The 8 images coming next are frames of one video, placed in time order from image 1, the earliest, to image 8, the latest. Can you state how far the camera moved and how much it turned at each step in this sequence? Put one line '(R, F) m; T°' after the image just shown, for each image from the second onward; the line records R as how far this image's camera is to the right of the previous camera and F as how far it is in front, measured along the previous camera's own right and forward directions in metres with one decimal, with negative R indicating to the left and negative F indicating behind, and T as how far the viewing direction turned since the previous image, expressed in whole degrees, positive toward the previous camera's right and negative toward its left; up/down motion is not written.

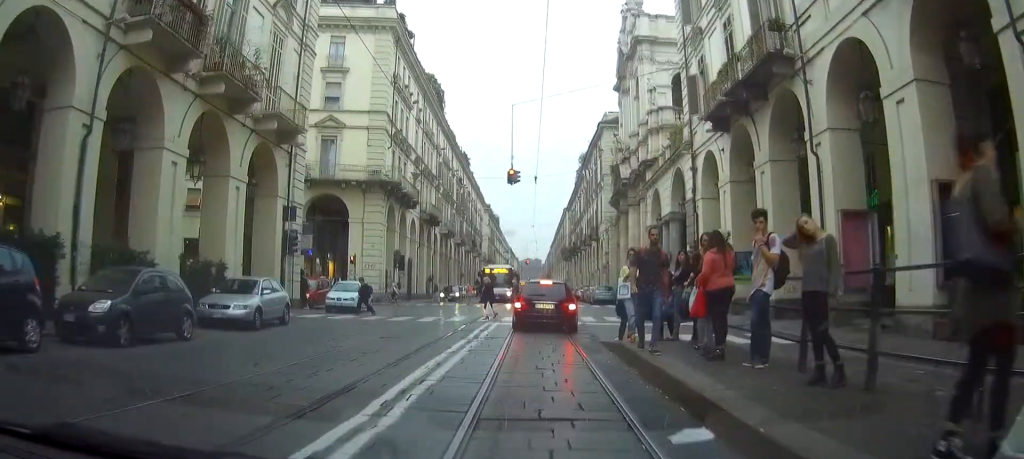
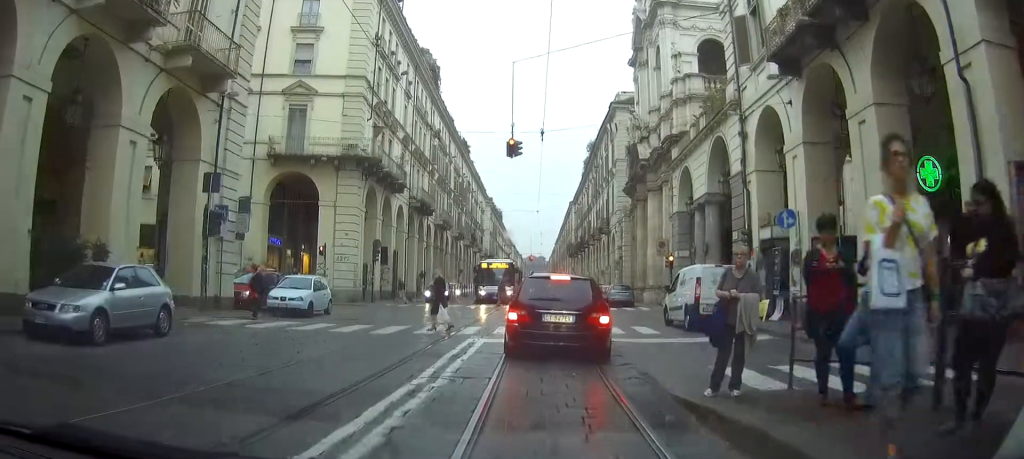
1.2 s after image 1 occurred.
(-0.1, +7.0) m; 0°
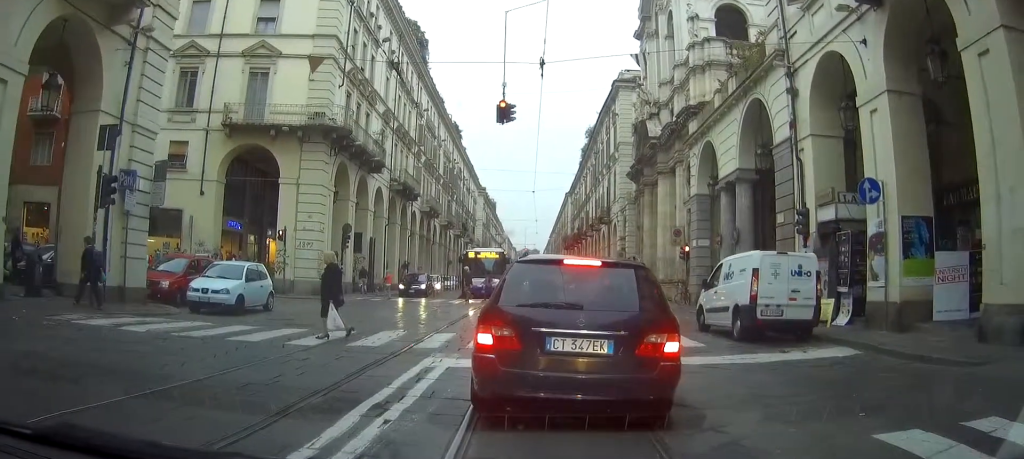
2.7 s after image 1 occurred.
(0.0, +5.0) m; +1°
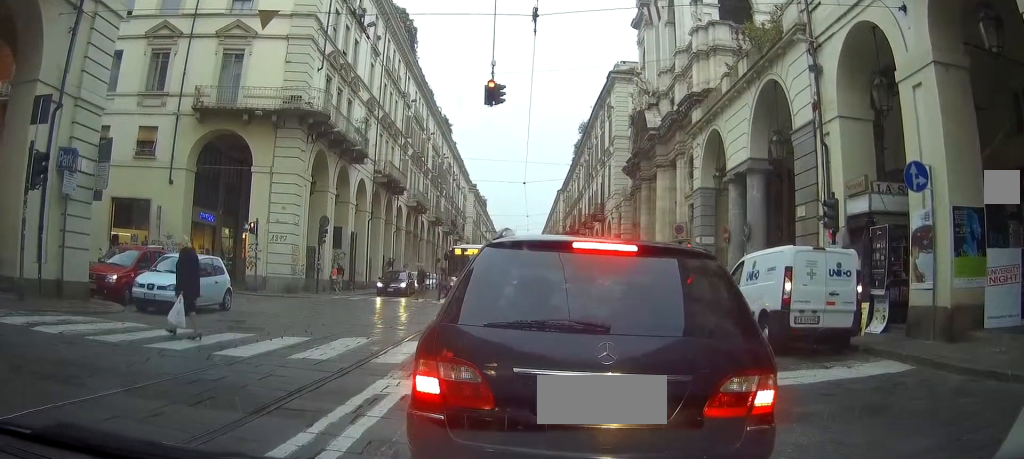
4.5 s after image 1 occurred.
(+0.2, +1.7) m; 0°
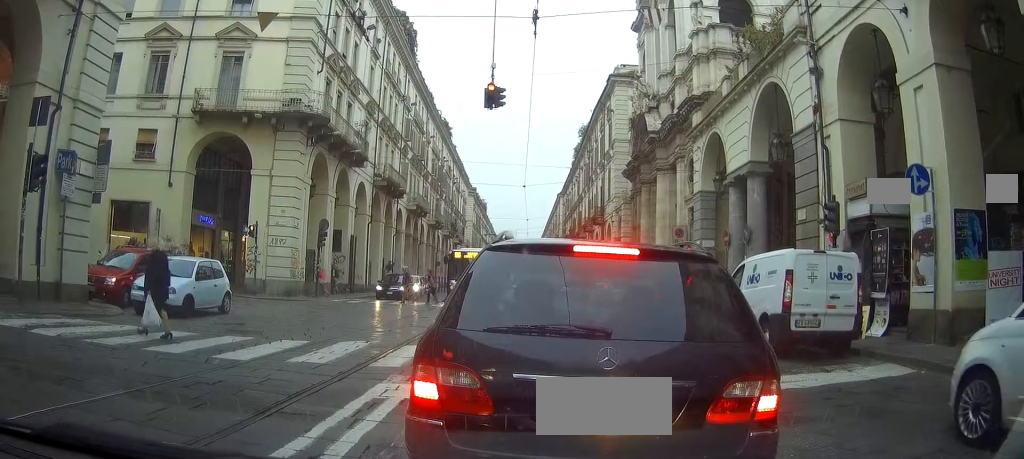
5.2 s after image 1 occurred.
(-0.1, -0.1) m; 0°
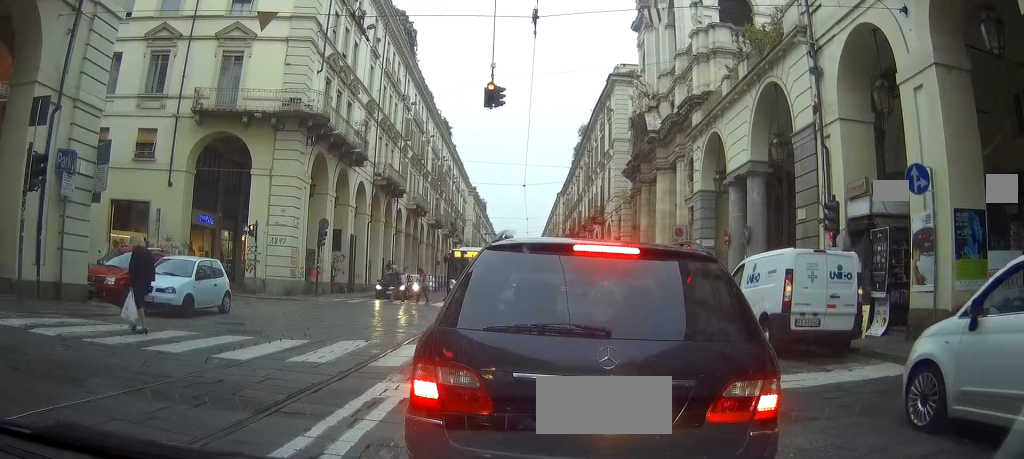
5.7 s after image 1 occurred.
(0.0, 0.0) m; 0°
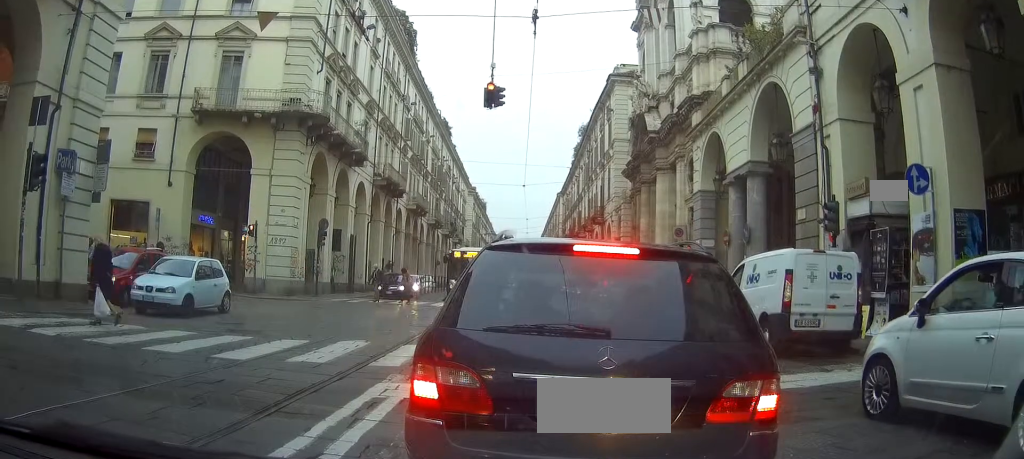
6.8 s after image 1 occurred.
(0.0, 0.0) m; 0°
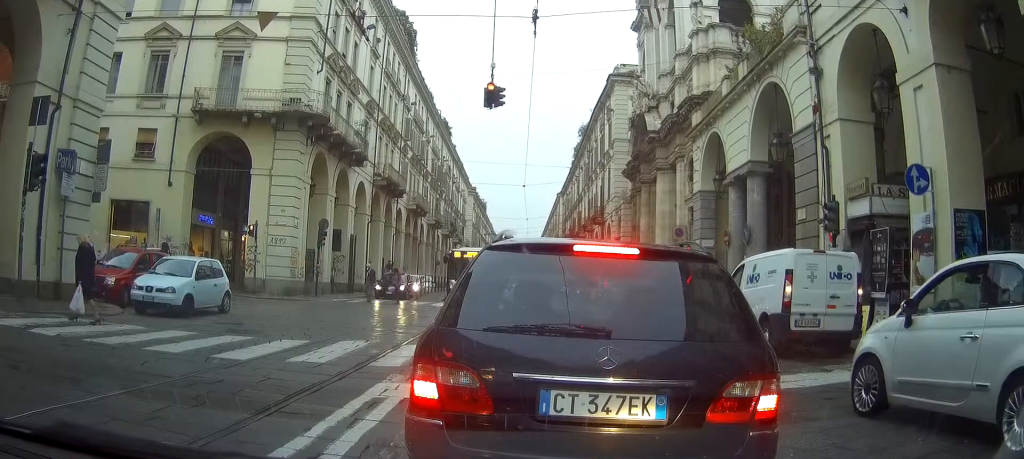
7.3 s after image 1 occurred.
(0.0, 0.0) m; 0°
